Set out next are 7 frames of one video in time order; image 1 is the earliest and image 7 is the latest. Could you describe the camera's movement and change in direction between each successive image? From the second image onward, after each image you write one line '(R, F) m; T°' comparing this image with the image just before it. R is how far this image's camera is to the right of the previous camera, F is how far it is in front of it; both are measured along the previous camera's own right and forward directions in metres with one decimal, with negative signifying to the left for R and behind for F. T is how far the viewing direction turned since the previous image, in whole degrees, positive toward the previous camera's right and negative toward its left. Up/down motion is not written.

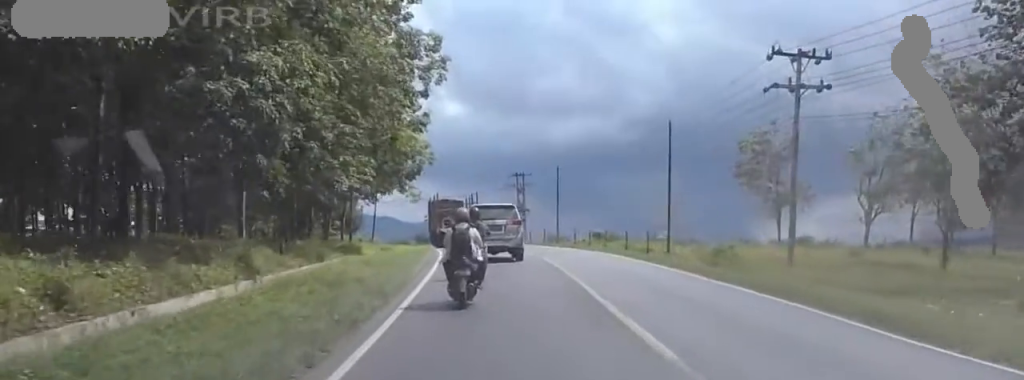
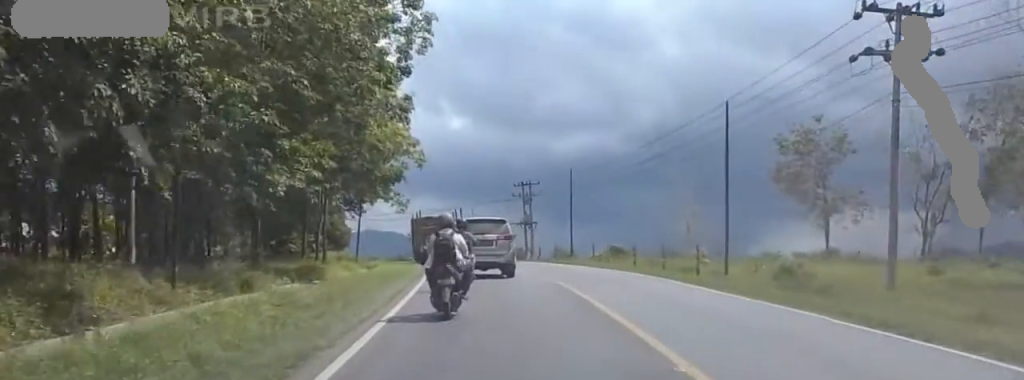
(+0.5, +9.1) m; +3°
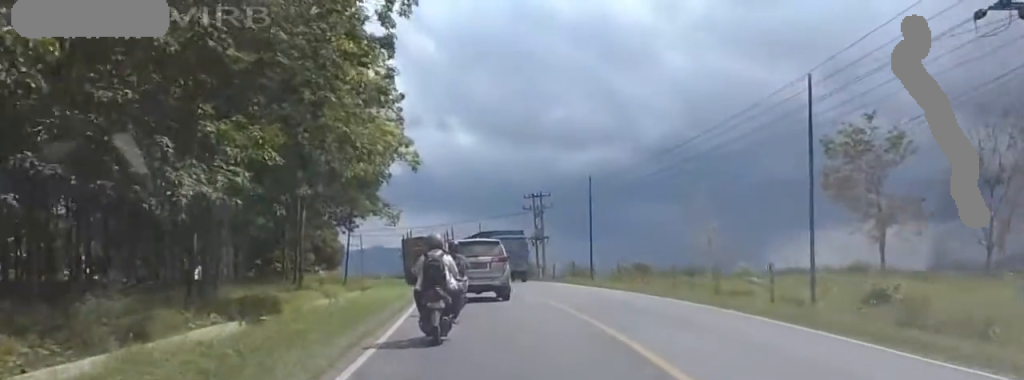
(+0.2, +7.1) m; +2°
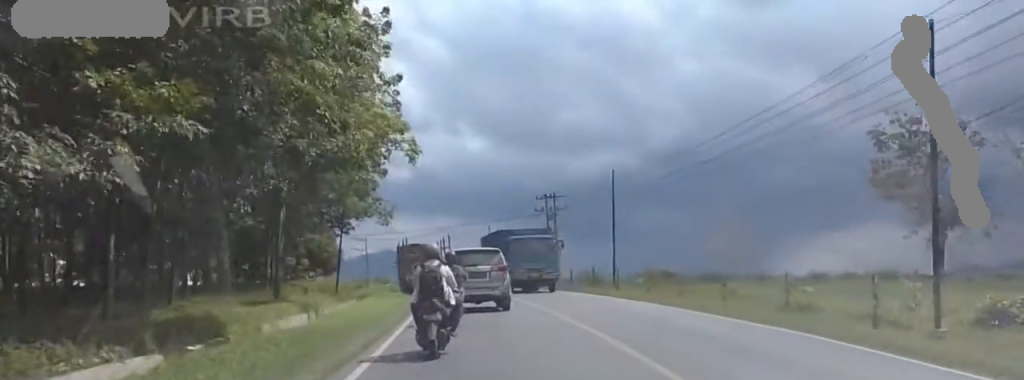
(0.0, +5.7) m; -1°
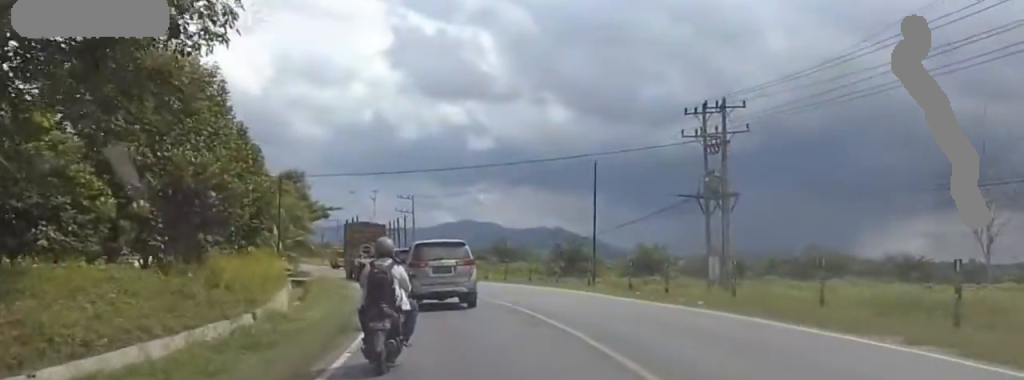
(-3.1, +37.1) m; -20°
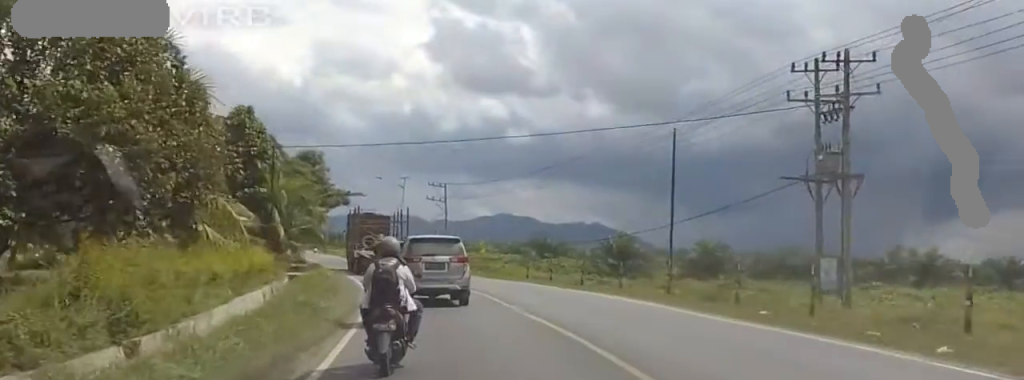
(-0.1, +10.2) m; +4°
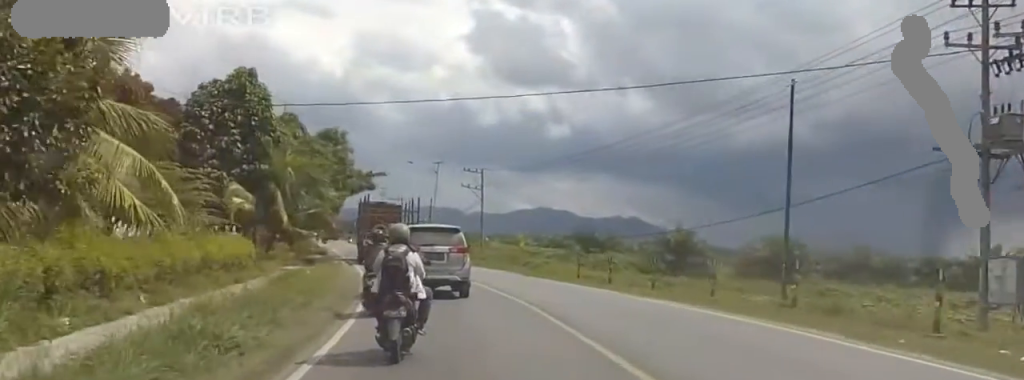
(+0.6, +8.9) m; -3°
